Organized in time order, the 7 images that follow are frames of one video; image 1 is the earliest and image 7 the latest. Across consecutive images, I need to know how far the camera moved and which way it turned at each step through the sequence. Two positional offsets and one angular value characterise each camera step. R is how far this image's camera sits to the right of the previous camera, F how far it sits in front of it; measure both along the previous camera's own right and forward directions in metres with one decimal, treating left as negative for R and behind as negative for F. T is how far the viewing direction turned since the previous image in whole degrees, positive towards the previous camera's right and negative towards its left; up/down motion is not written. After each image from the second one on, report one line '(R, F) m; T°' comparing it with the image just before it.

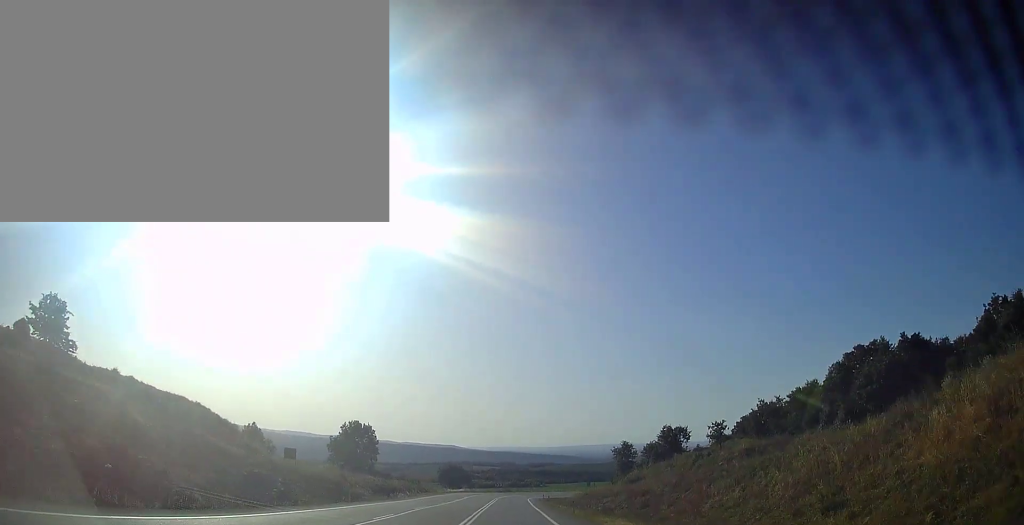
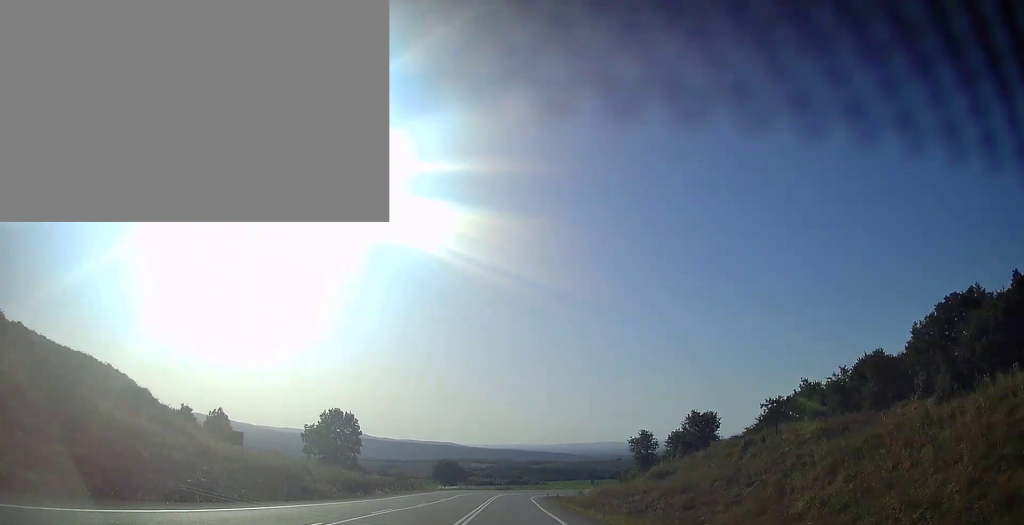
(0.0, +11.4) m; 0°
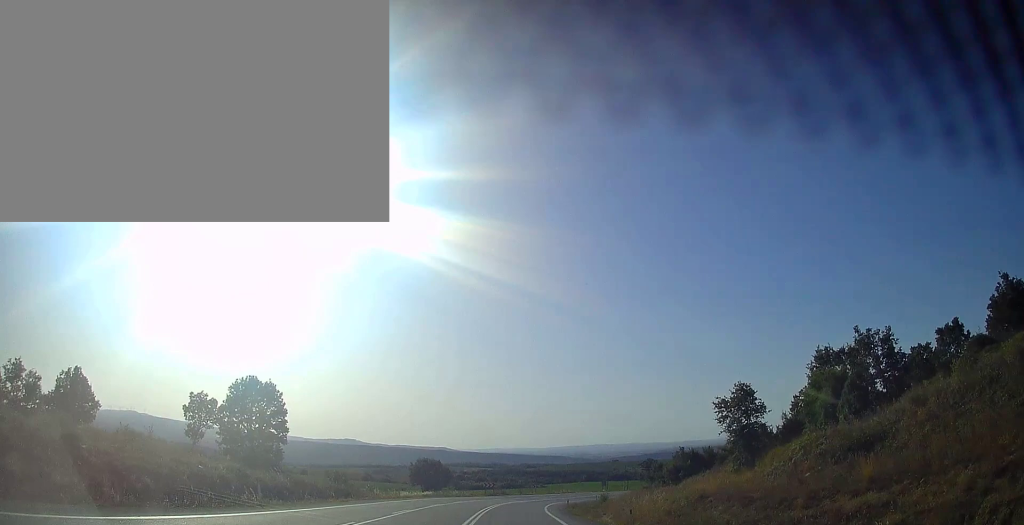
(+0.2, +30.0) m; +1°
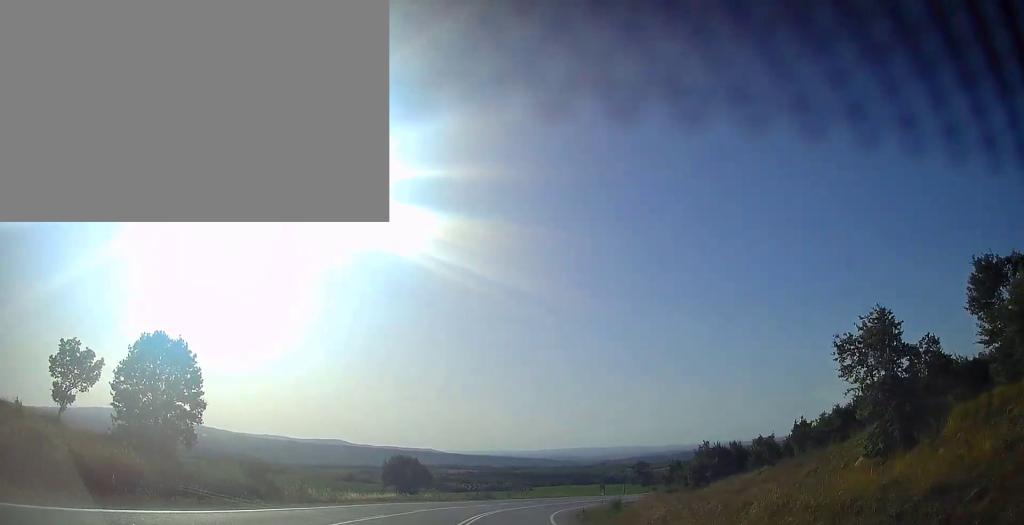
(+0.1, +17.1) m; +1°
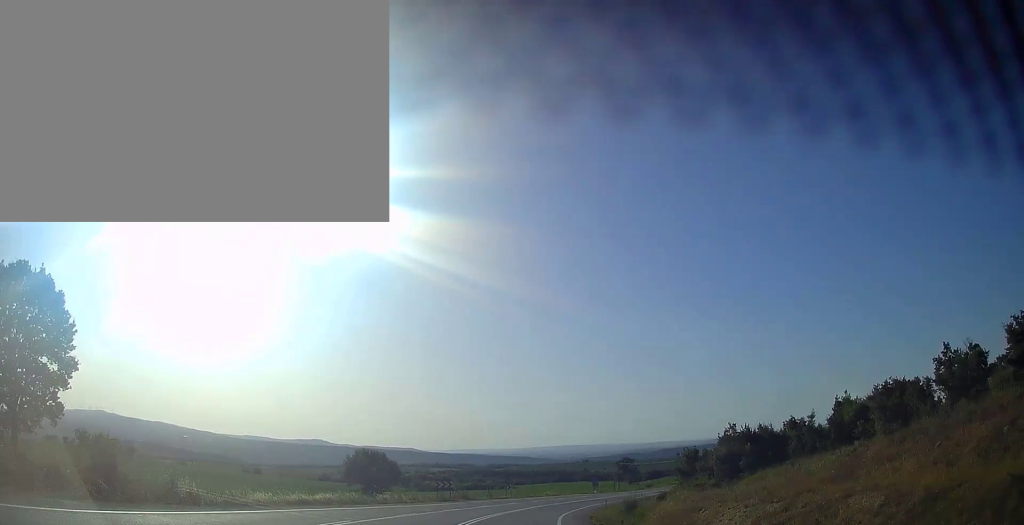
(+0.2, +15.4) m; +2°
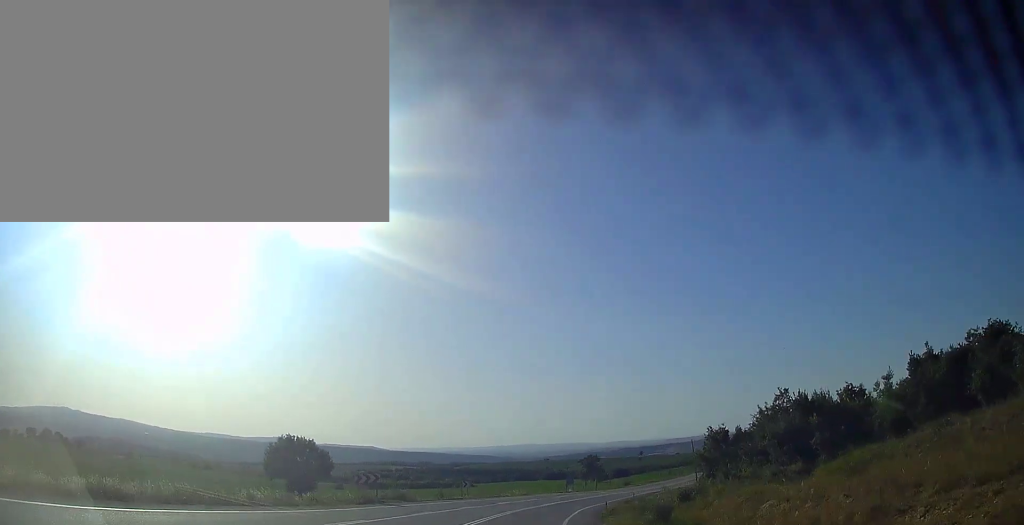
(+0.4, +19.9) m; +3°
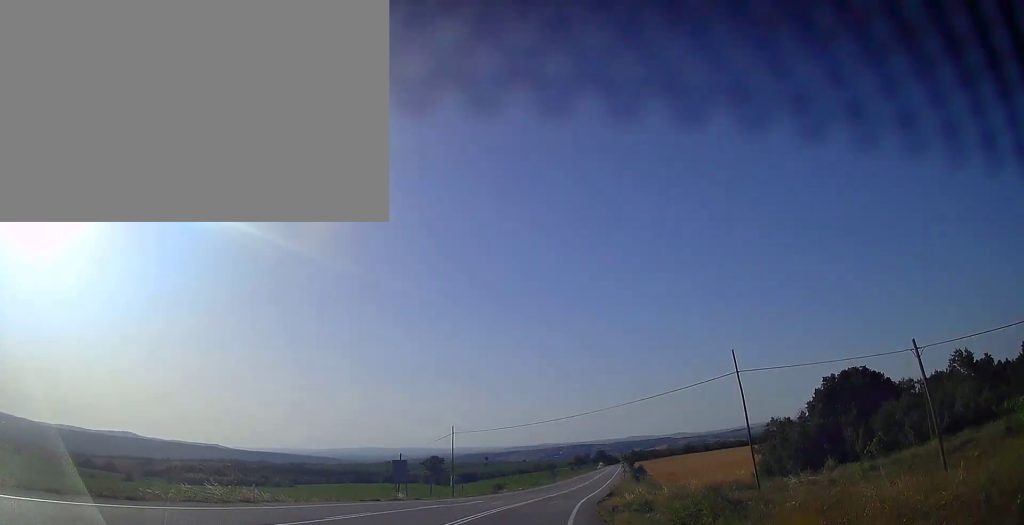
(+5.1, +52.1) m; +13°
